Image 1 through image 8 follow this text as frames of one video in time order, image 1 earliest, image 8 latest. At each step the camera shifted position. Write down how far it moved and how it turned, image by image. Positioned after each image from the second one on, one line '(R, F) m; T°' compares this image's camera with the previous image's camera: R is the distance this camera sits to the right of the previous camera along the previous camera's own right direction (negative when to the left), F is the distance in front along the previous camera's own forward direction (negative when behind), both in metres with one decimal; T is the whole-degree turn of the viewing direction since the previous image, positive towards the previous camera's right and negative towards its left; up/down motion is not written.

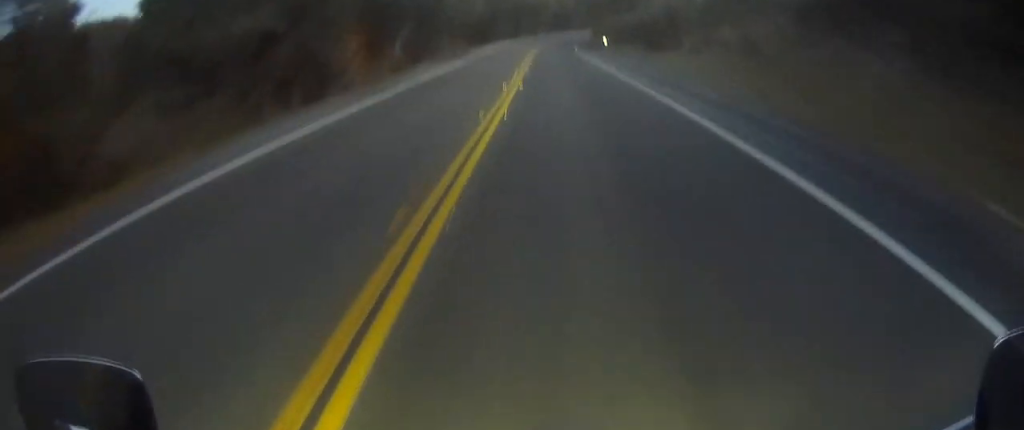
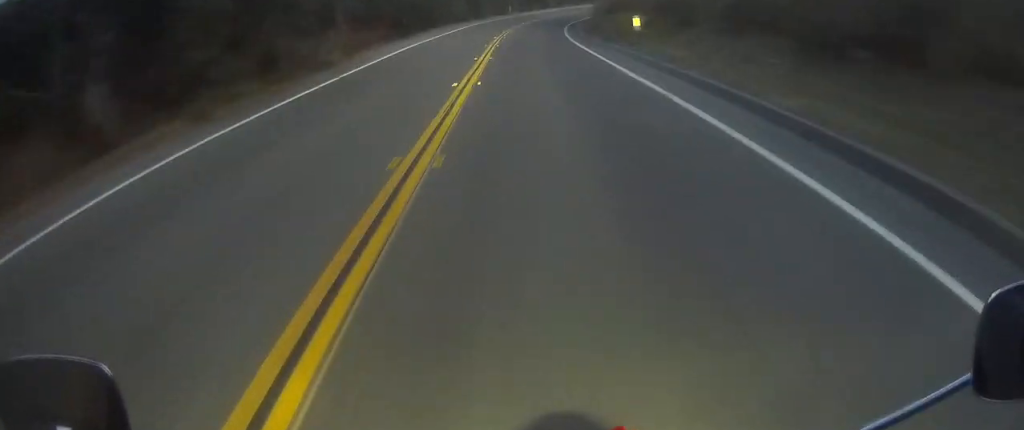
(+1.0, +29.0) m; +4°
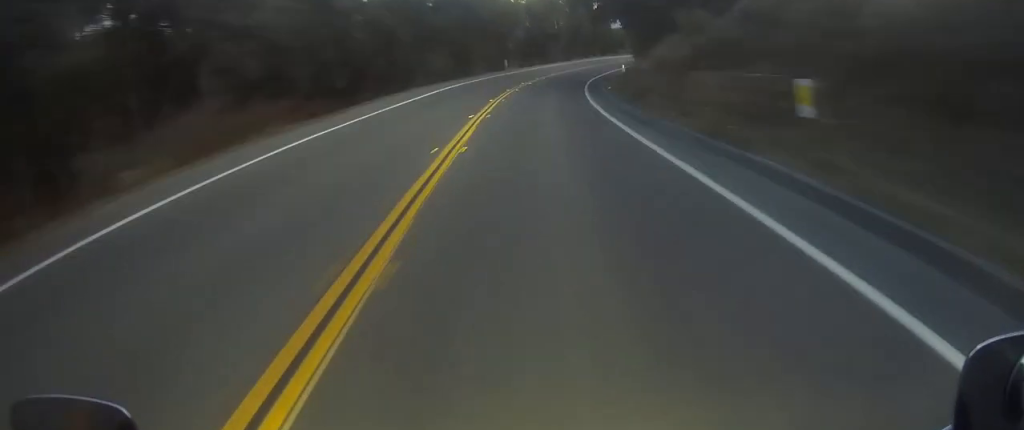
(+0.2, +17.6) m; -1°
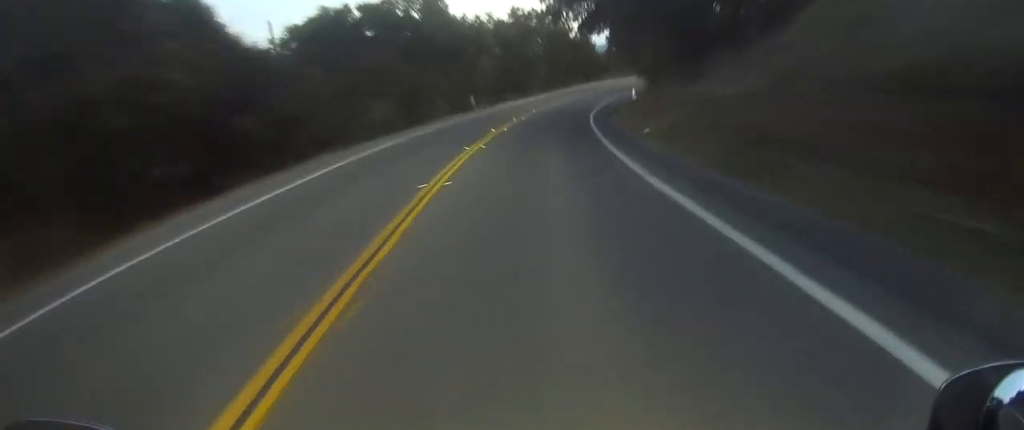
(-0.3, +14.9) m; 0°
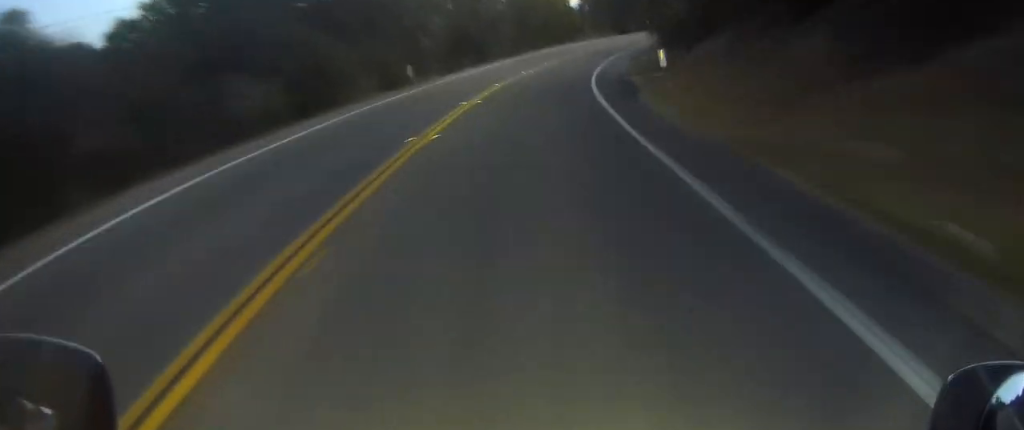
(-0.1, +14.5) m; +1°
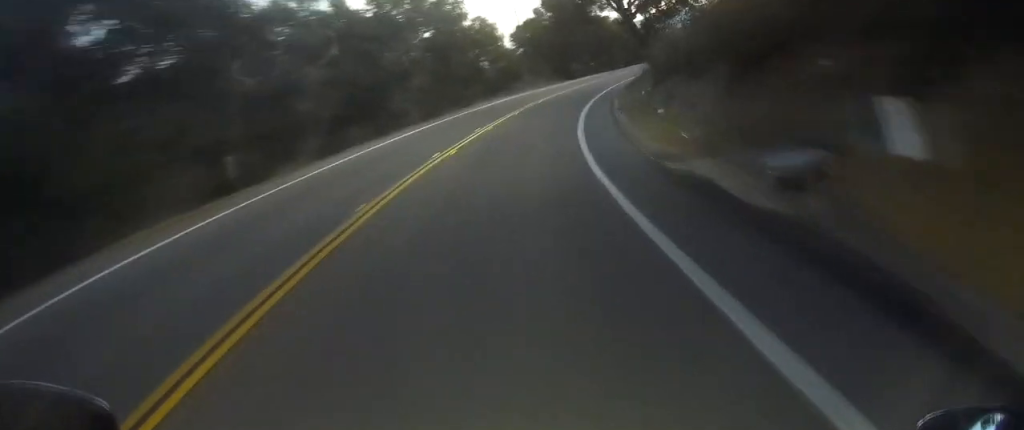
(+0.4, +16.1) m; +3°
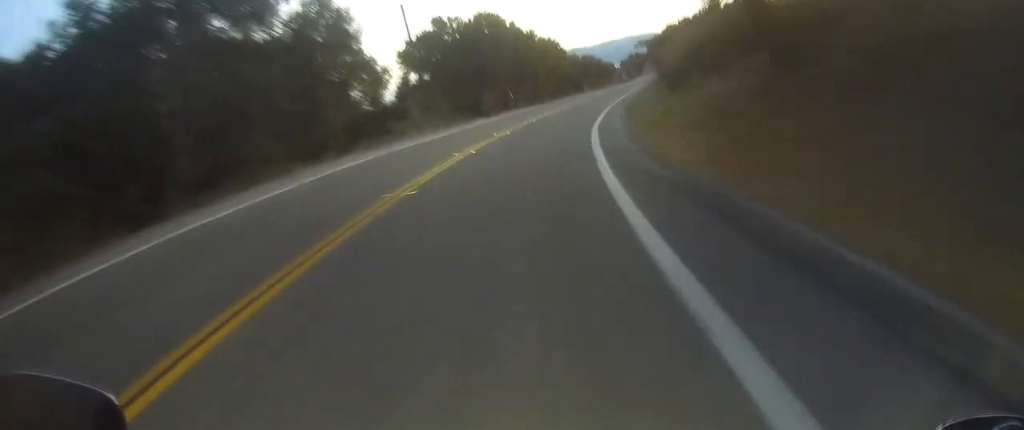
(+0.6, +25.7) m; +4°
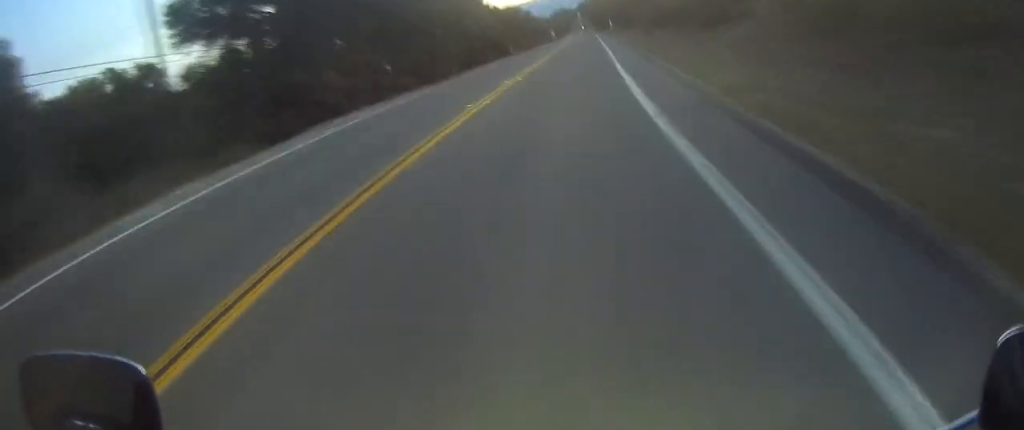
(+2.2, +26.4) m; +11°
